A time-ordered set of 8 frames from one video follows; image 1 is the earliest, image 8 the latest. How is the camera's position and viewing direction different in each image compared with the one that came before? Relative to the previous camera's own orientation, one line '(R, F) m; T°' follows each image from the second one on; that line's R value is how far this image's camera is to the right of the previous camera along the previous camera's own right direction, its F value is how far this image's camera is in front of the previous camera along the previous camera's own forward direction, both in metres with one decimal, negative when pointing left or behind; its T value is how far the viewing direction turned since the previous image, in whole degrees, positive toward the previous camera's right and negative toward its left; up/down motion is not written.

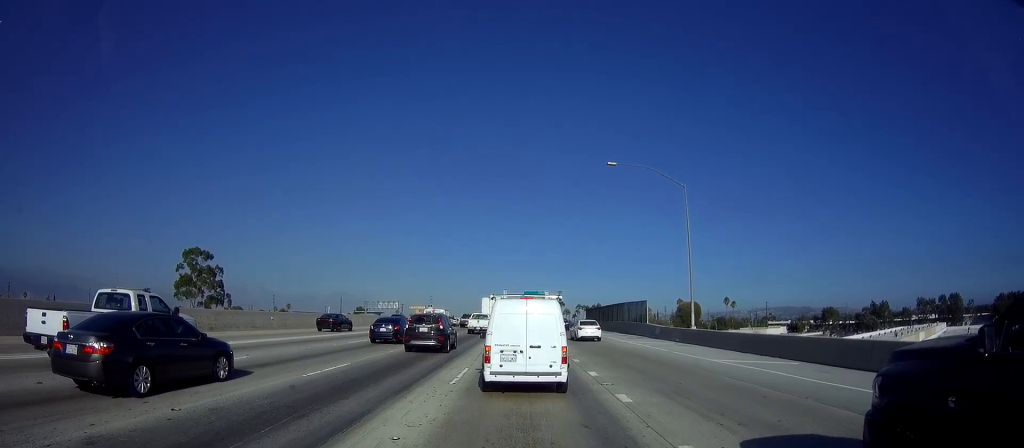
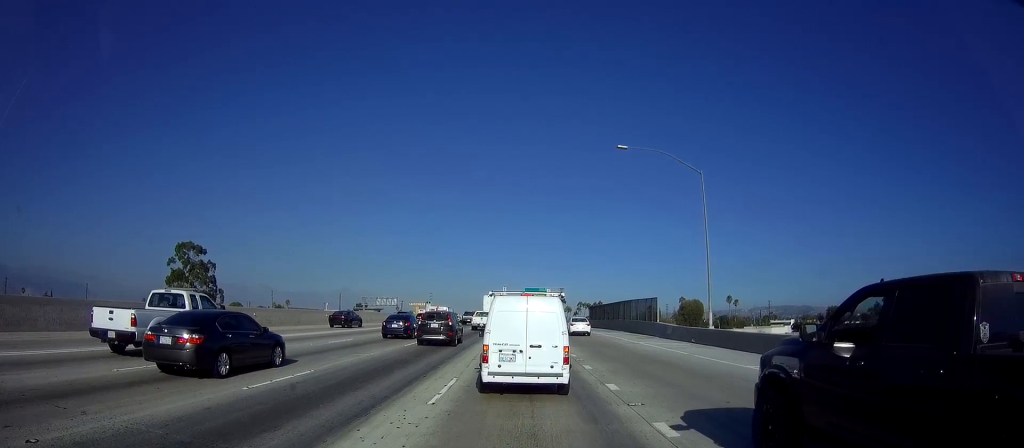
(+0.1, +2.6) m; 0°
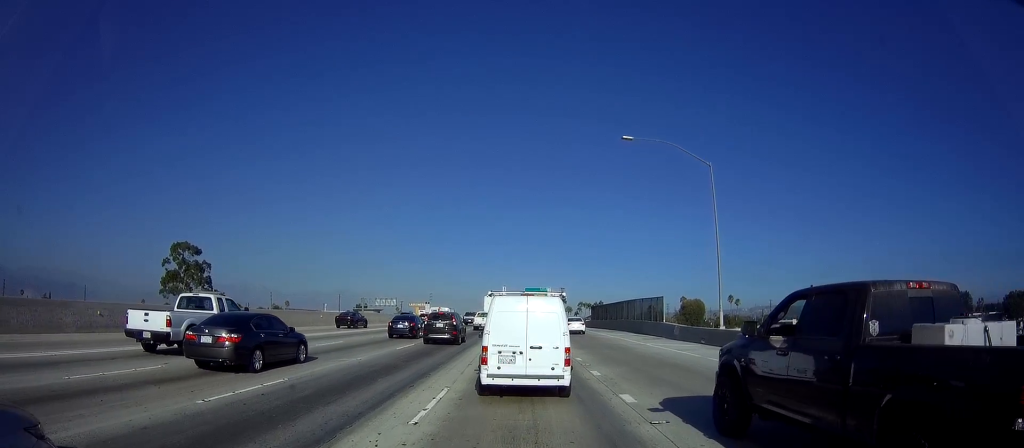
(0.0, +1.4) m; -1°
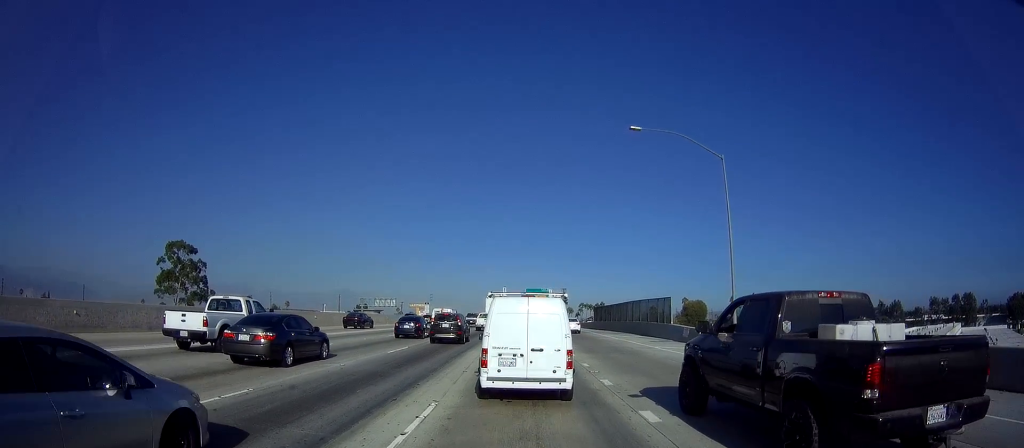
(-0.1, +1.5) m; 0°
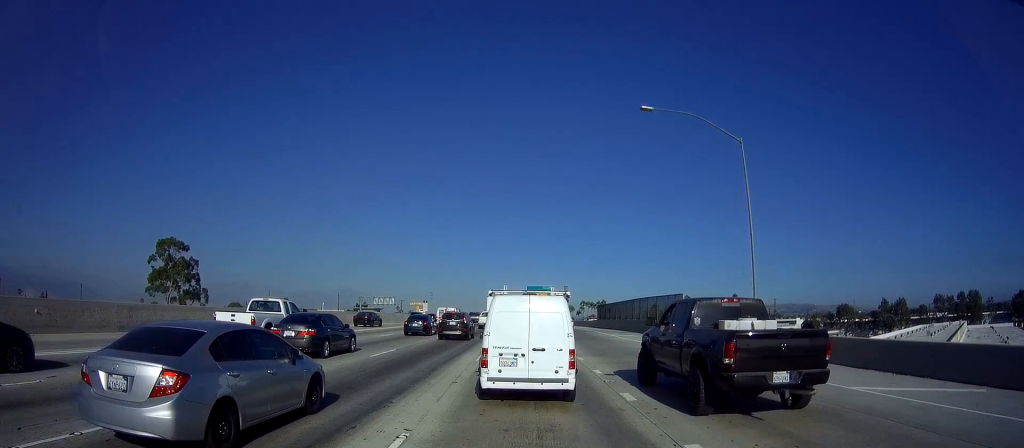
(0.0, +2.2) m; 0°
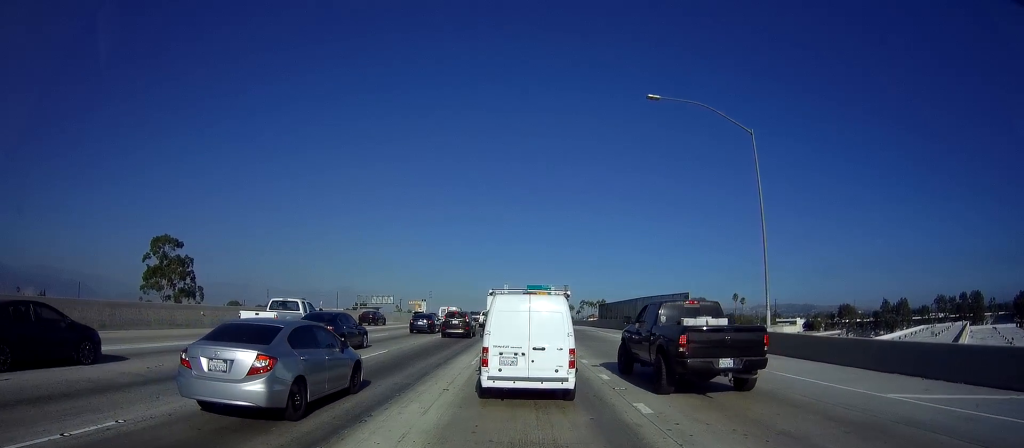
(0.0, +1.2) m; 0°
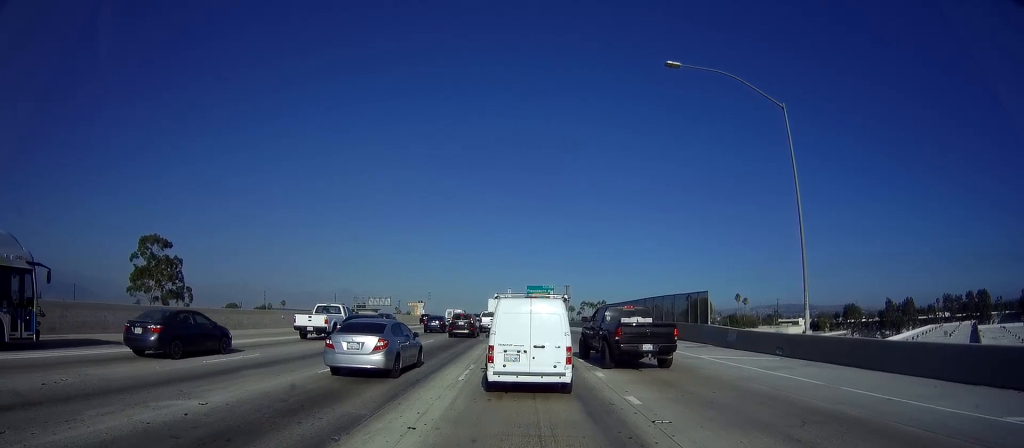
(0.0, +3.9) m; +2°
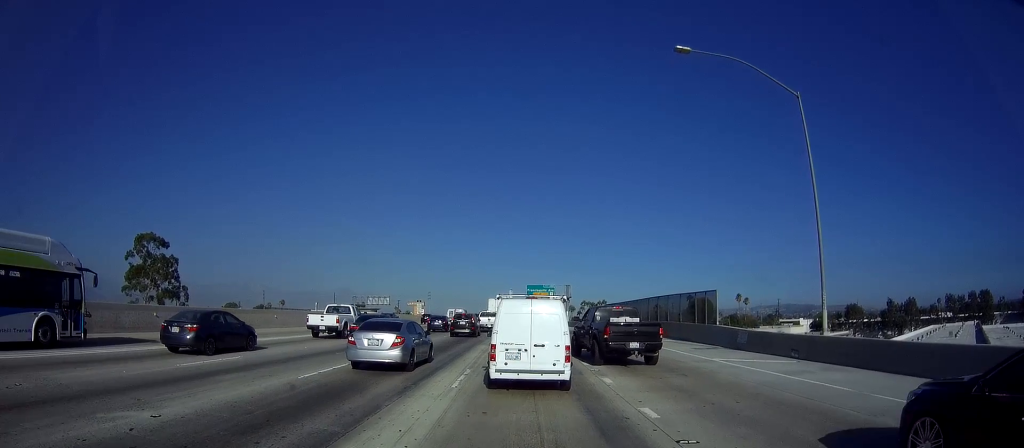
(0.0, +1.6) m; 0°
